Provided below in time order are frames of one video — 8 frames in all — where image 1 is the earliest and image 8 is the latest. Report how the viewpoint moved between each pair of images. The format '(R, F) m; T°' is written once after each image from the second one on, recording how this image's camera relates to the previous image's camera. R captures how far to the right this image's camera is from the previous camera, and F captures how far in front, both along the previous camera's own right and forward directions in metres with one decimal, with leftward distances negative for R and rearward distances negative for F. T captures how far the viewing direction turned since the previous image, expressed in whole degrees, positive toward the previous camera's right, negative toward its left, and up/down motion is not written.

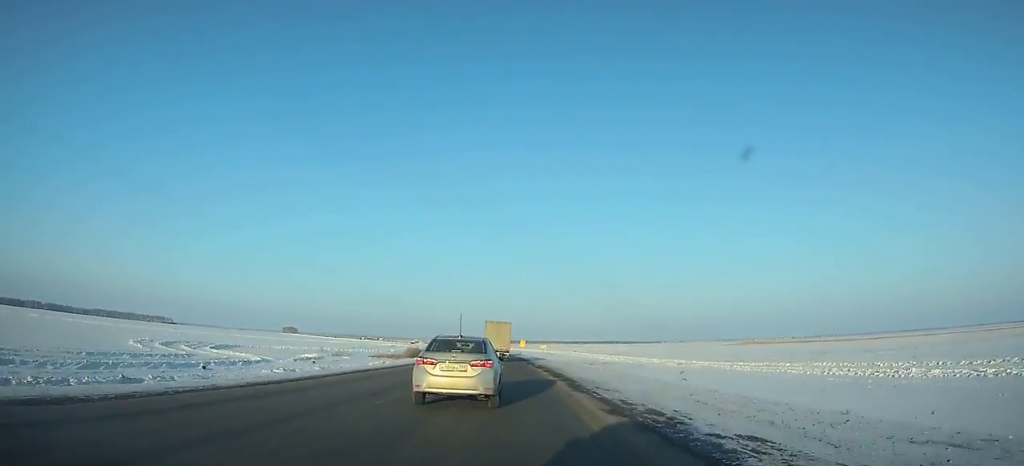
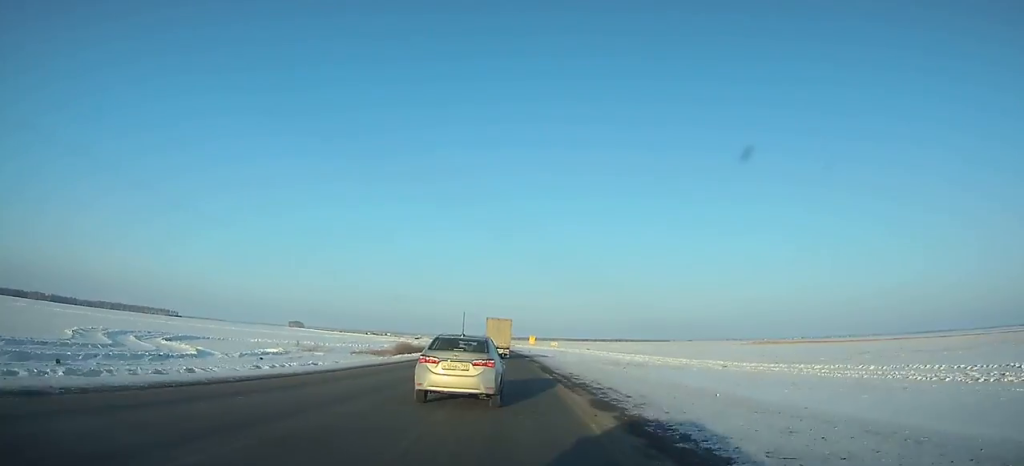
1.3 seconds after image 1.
(-0.3, +21.2) m; -1°
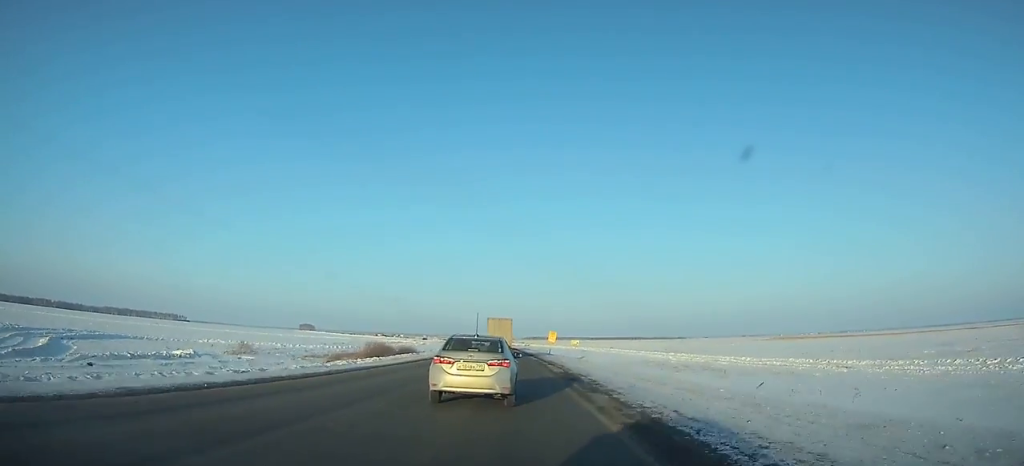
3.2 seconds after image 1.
(-0.2, +31.0) m; -1°
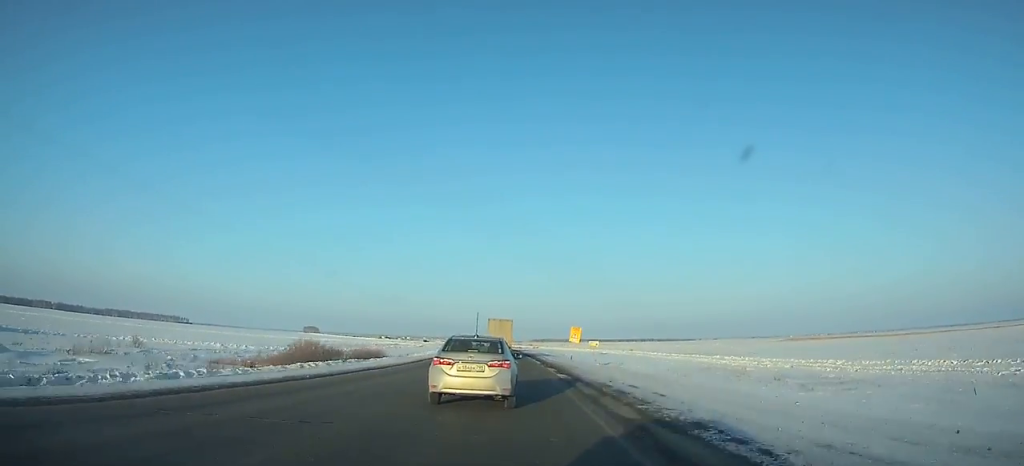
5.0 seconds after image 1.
(-0.3, +29.3) m; -1°
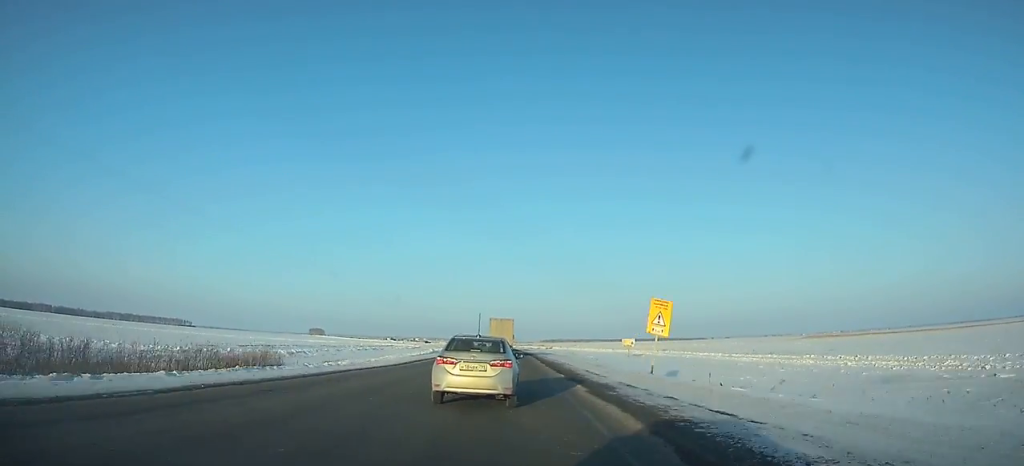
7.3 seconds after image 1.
(-0.4, +37.3) m; -1°
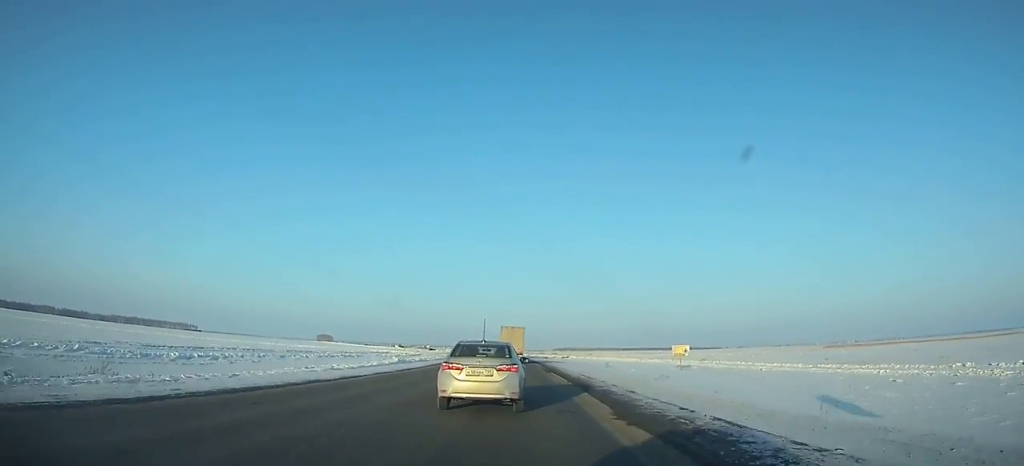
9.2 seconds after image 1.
(-0.2, +30.8) m; -1°
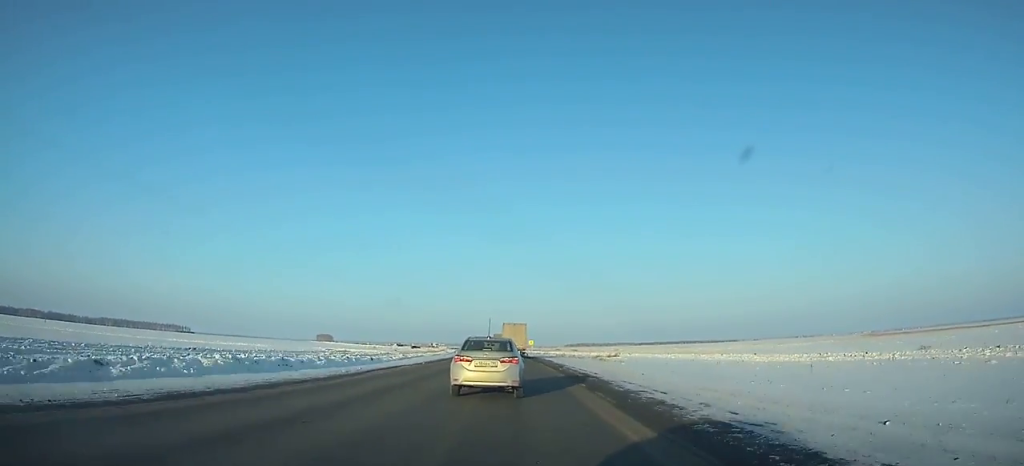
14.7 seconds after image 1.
(-0.6, +89.2) m; -1°
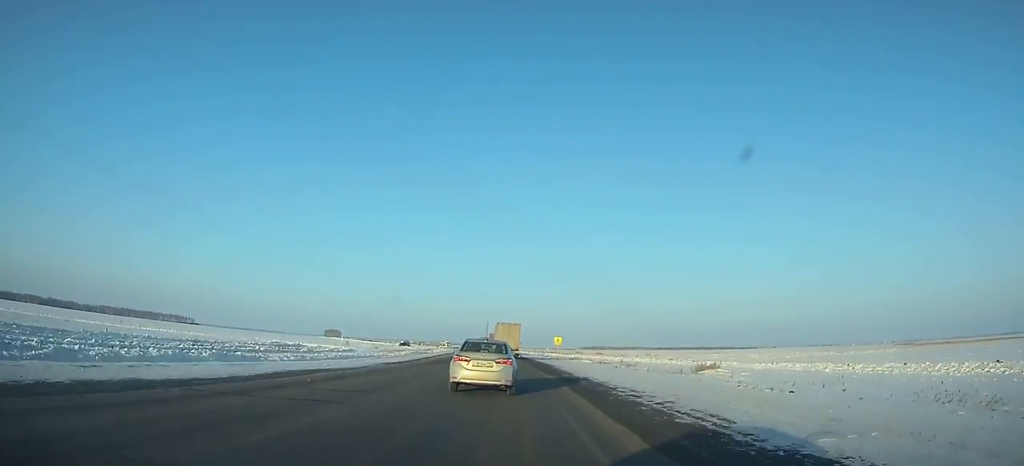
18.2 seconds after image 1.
(-0.6, +57.1) m; -2°
